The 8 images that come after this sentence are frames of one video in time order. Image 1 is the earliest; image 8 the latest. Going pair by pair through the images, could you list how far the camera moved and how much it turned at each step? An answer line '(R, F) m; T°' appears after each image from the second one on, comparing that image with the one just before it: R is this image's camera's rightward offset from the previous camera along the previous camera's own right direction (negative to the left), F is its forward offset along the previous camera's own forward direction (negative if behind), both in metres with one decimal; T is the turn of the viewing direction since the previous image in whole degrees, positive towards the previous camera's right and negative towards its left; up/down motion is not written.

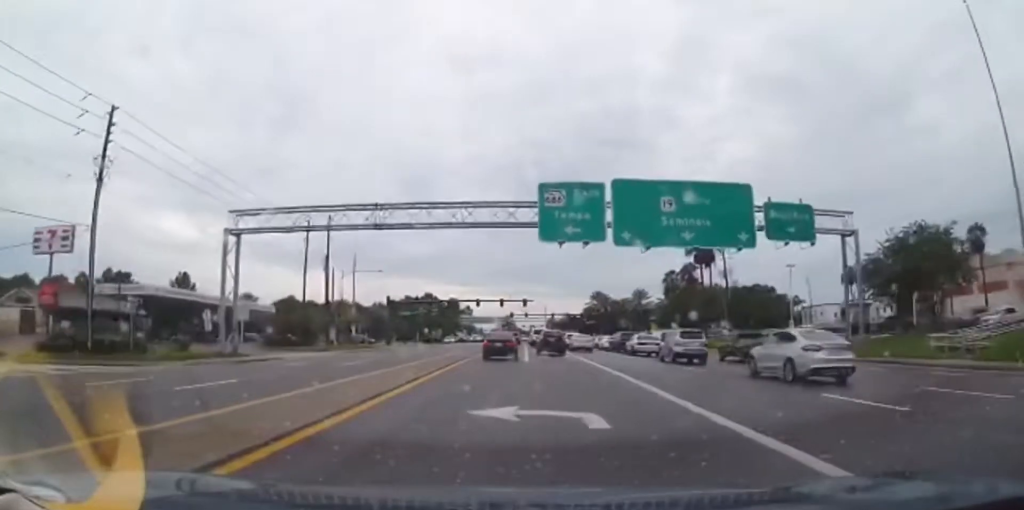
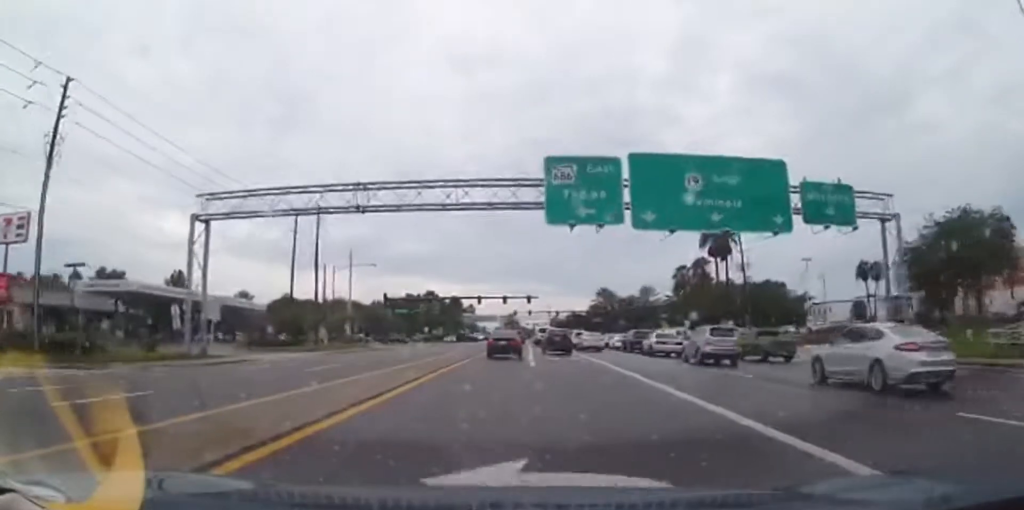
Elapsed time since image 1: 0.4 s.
(0.0, +4.5) m; +1°
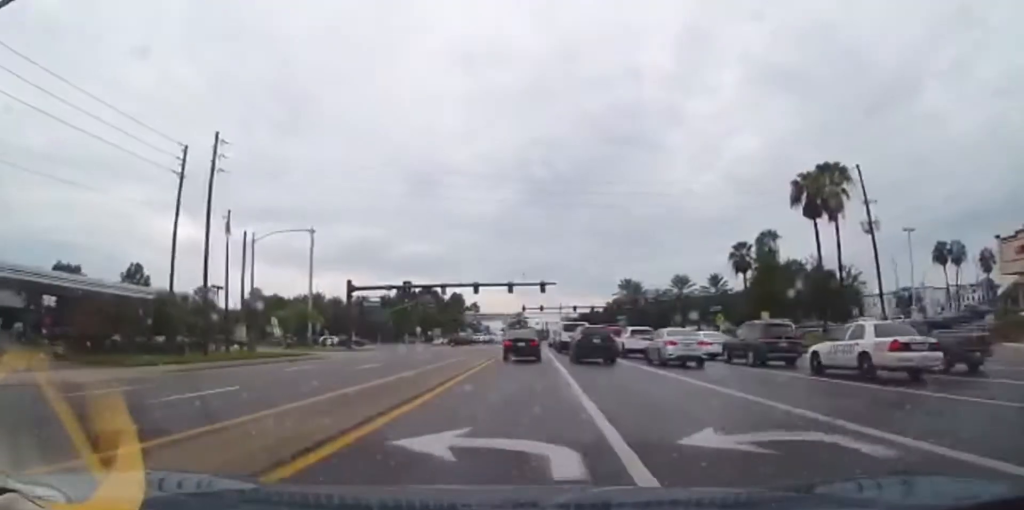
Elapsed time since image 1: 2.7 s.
(+0.5, +23.0) m; 0°
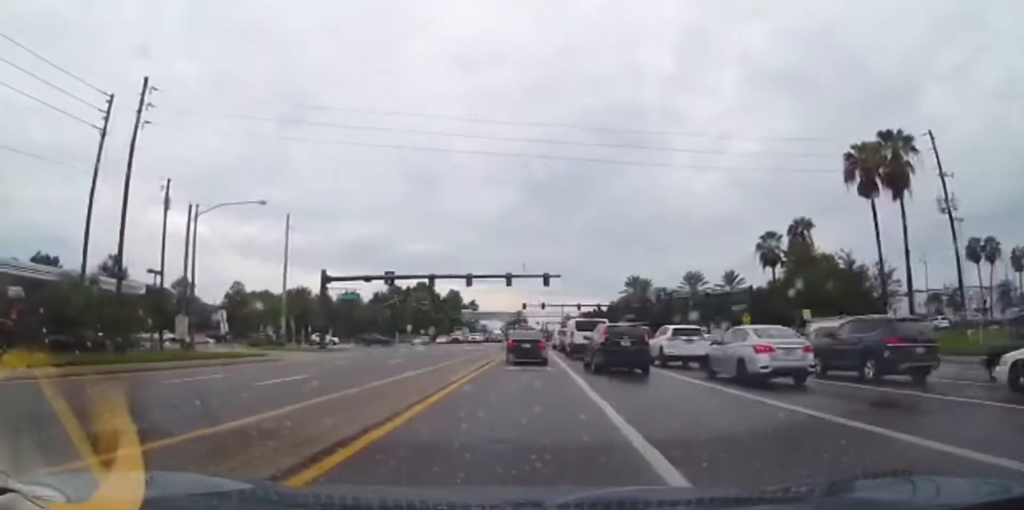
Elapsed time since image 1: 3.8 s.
(-0.1, +8.8) m; -1°
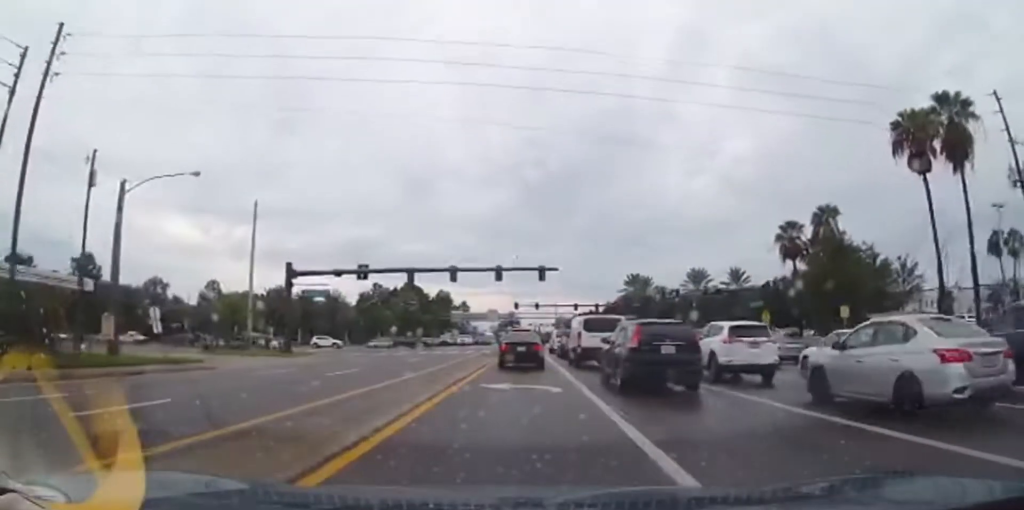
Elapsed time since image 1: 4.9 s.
(0.0, +7.1) m; 0°
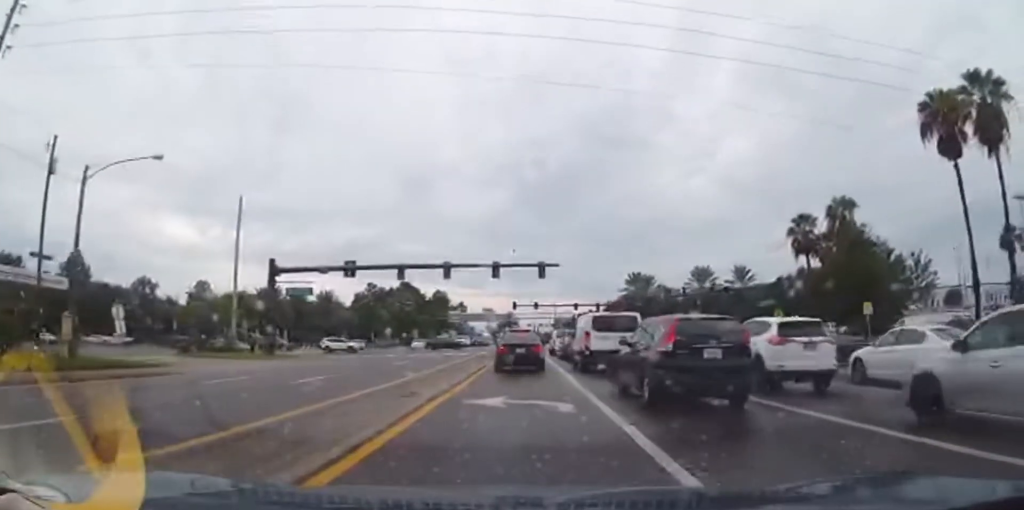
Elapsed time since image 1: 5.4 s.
(0.0, +3.3) m; +2°
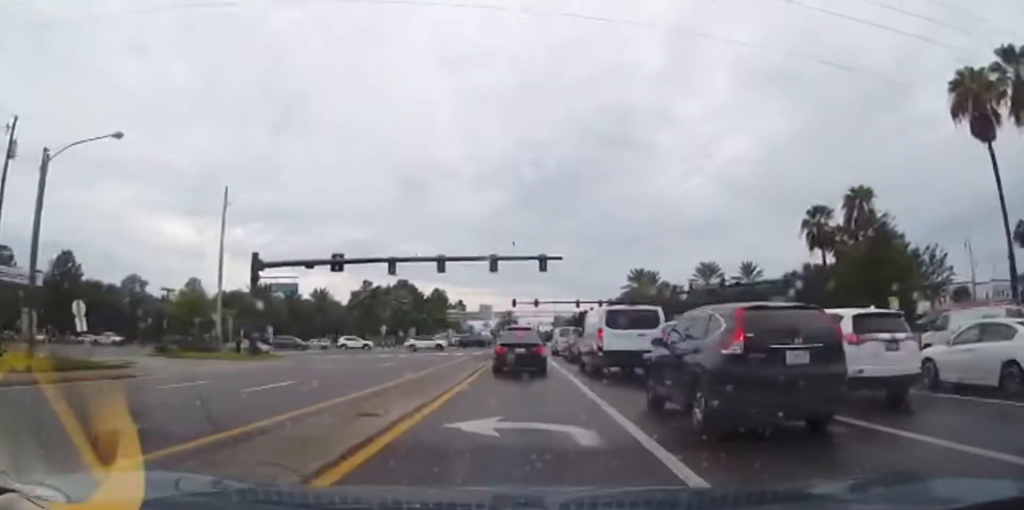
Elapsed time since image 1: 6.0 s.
(-0.1, +3.4) m; +3°
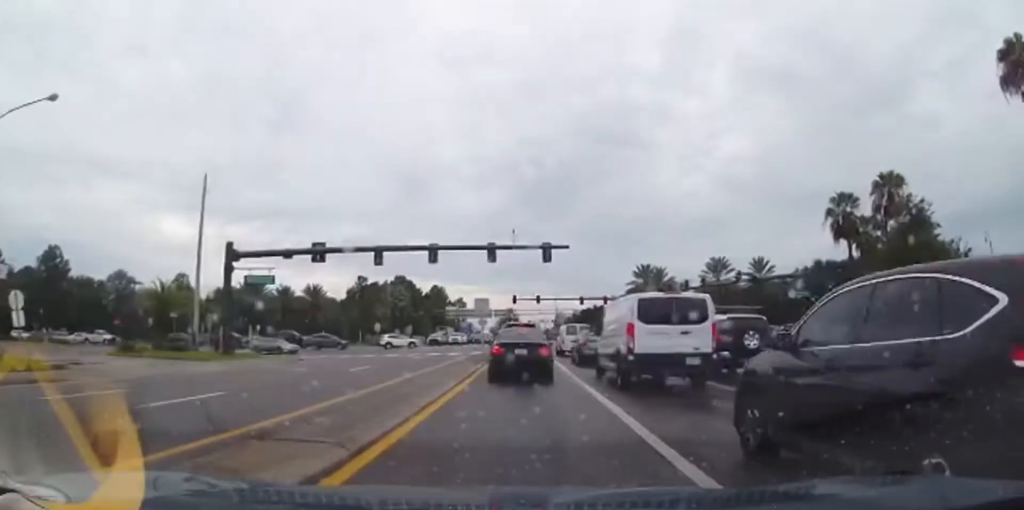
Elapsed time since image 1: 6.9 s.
(+0.4, +4.8) m; +1°
